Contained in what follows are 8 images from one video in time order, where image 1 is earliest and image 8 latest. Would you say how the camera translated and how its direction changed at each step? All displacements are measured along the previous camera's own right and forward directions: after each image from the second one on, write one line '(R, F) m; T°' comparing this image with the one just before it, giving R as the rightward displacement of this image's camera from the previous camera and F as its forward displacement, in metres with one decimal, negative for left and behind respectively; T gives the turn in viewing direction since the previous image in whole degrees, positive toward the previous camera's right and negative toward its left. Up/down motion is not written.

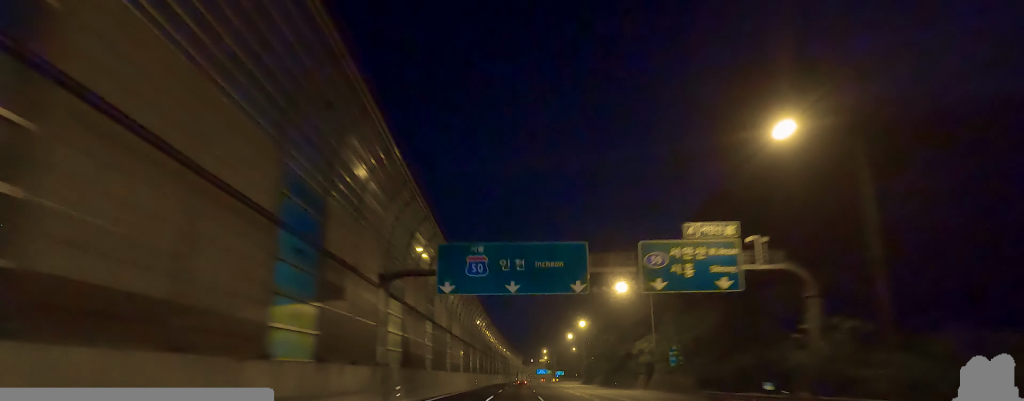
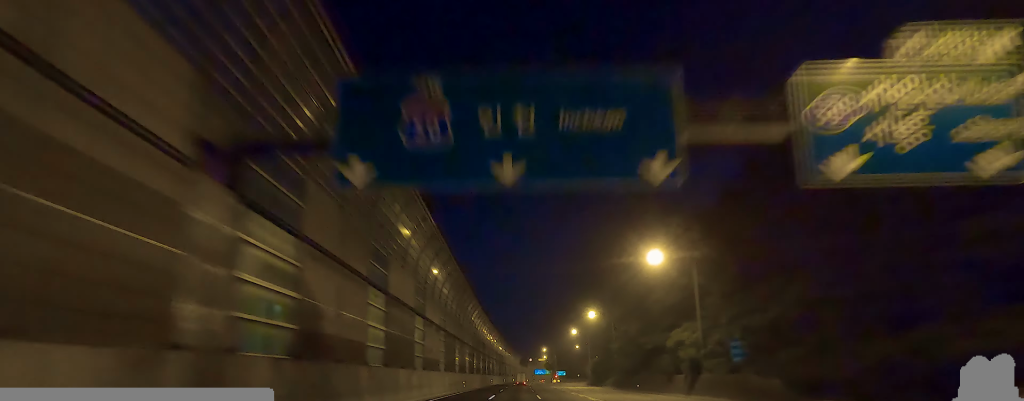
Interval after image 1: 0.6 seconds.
(+0.1, +16.2) m; -2°
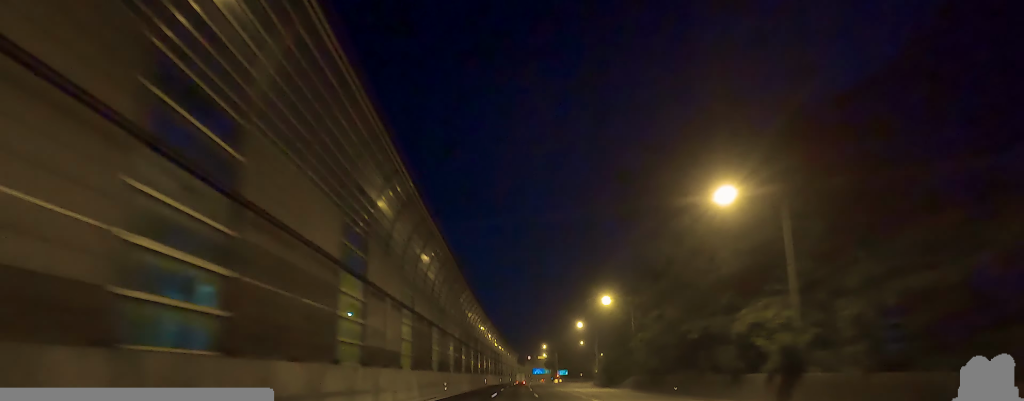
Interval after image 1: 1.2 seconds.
(-0.3, +16.1) m; -1°
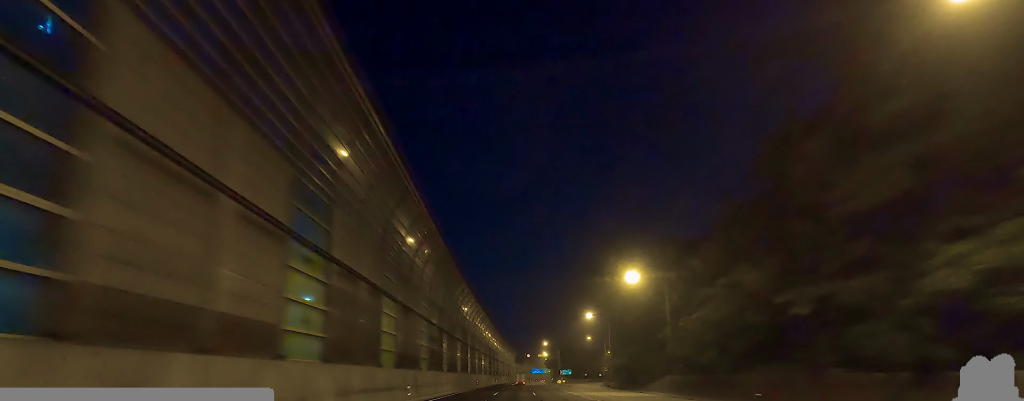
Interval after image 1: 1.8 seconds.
(-1.0, +16.9) m; 0°
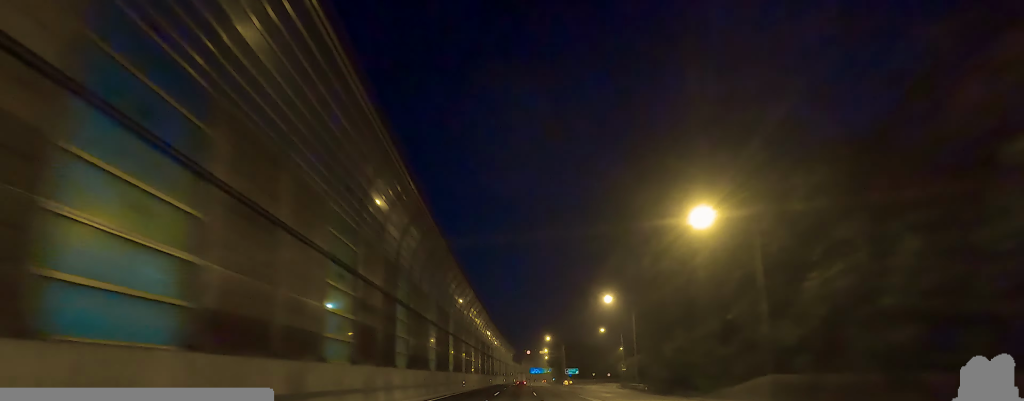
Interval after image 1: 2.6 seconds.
(+1.1, +20.4) m; +2°
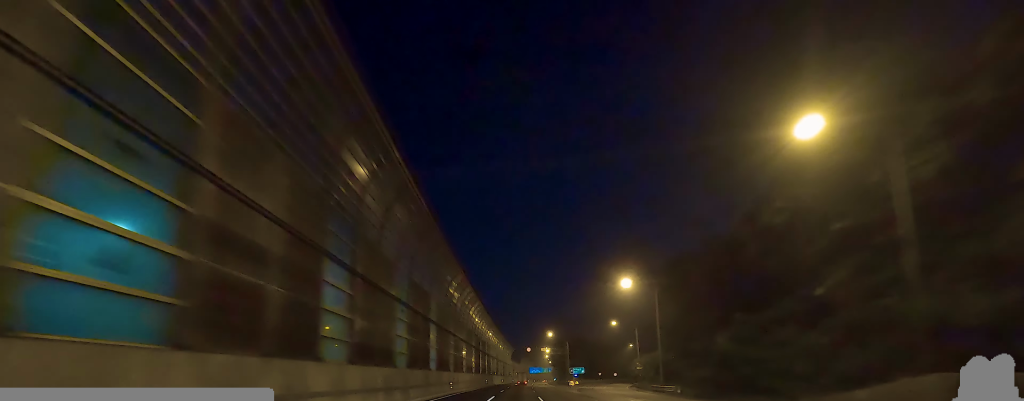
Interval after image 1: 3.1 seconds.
(+0.2, +12.4) m; +1°
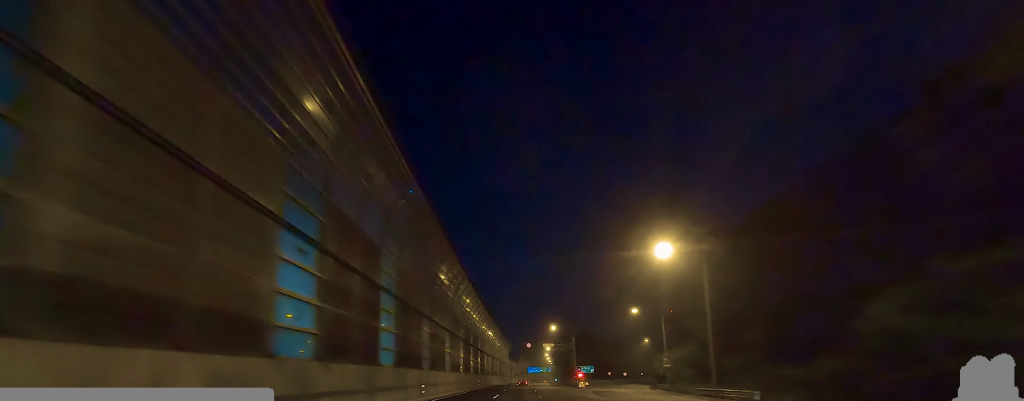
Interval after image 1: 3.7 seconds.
(0.0, +16.0) m; 0°
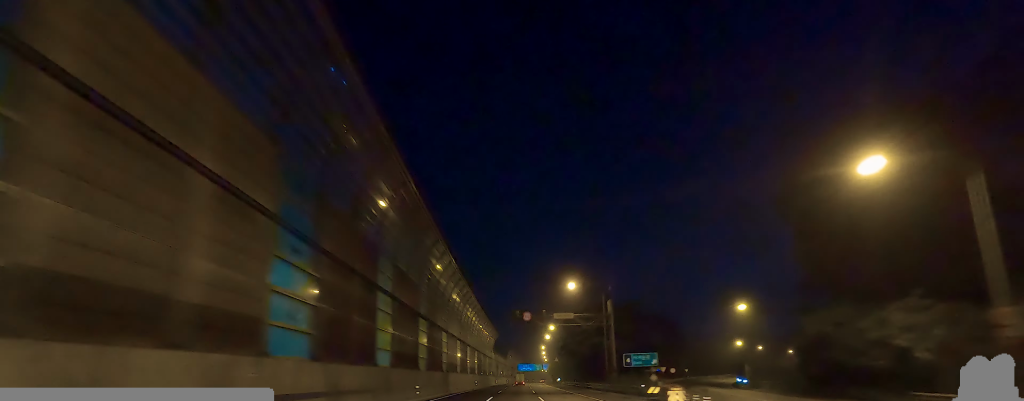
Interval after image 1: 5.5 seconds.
(0.0, +48.0) m; +2°
